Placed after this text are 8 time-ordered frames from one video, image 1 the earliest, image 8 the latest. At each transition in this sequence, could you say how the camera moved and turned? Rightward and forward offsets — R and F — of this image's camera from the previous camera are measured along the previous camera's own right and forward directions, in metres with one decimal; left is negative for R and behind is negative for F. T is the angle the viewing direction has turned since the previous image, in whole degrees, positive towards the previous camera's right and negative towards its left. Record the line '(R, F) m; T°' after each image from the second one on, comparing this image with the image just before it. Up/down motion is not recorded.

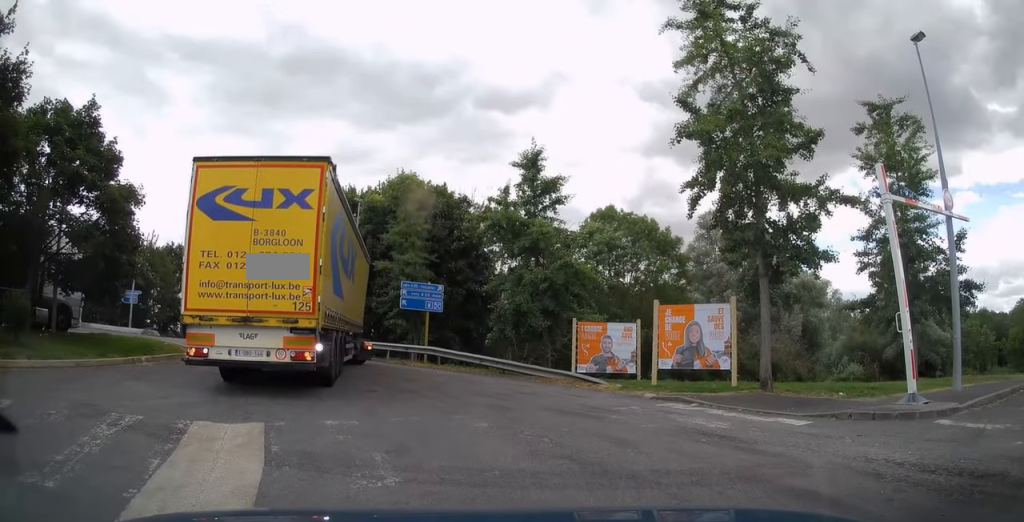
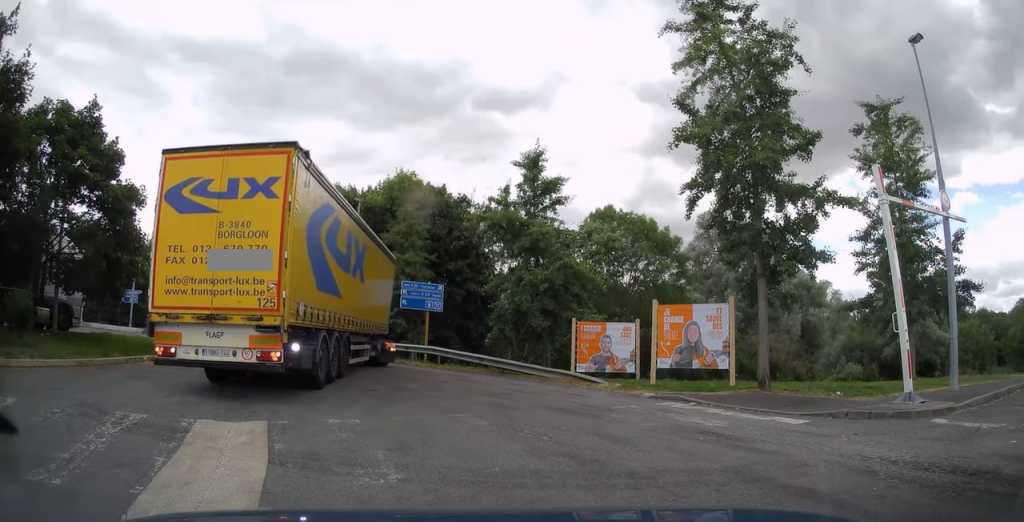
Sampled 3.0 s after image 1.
(0.0, +0.2) m; 0°
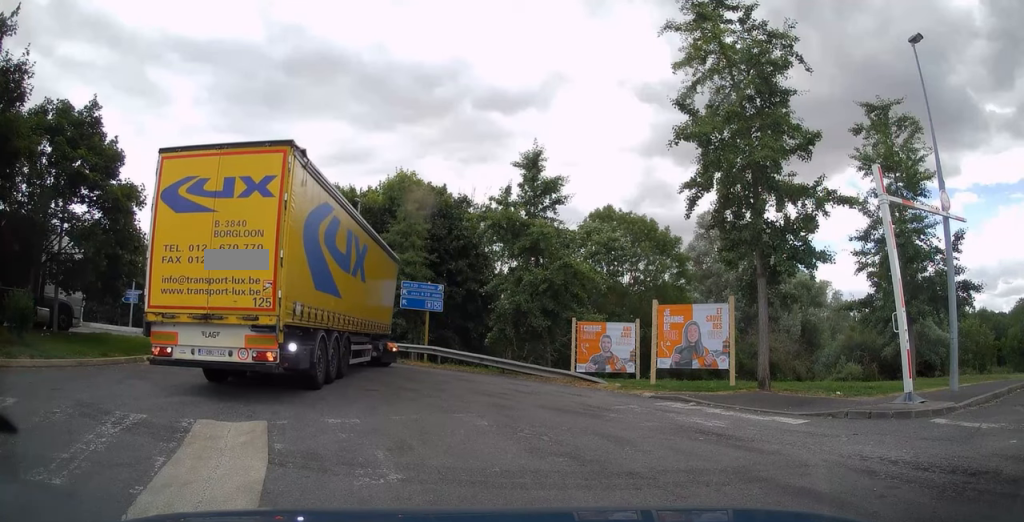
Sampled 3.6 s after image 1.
(0.0, 0.0) m; 0°
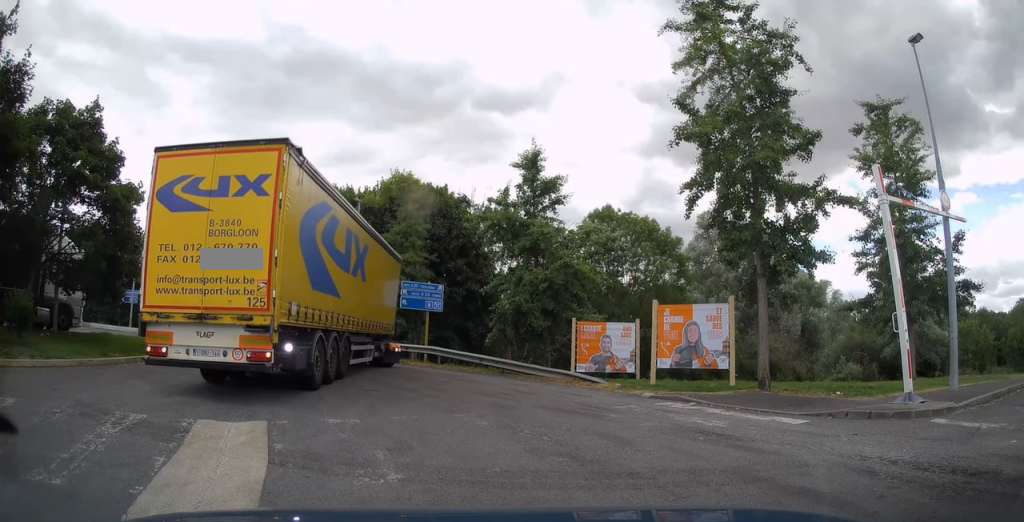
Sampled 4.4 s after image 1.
(0.0, 0.0) m; 0°
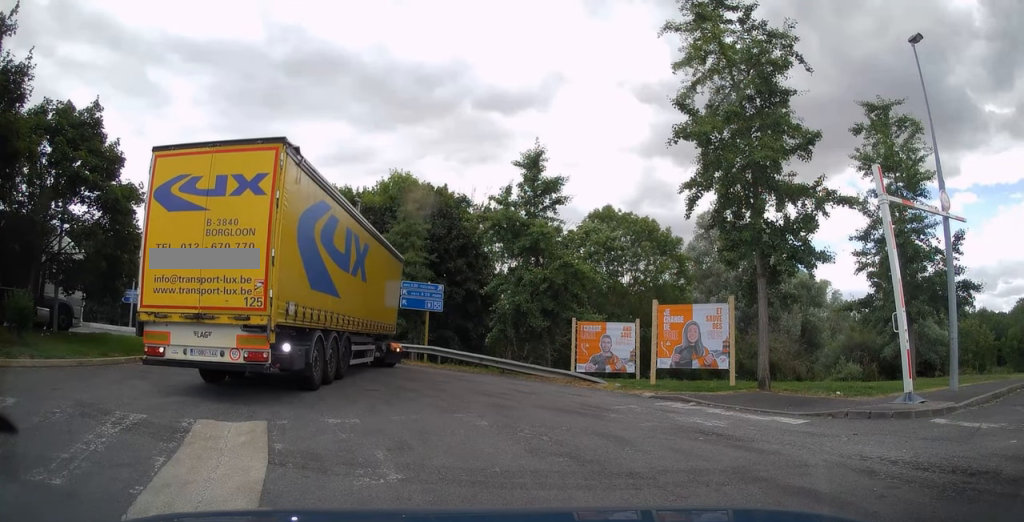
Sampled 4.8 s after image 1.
(0.0, 0.0) m; 0°
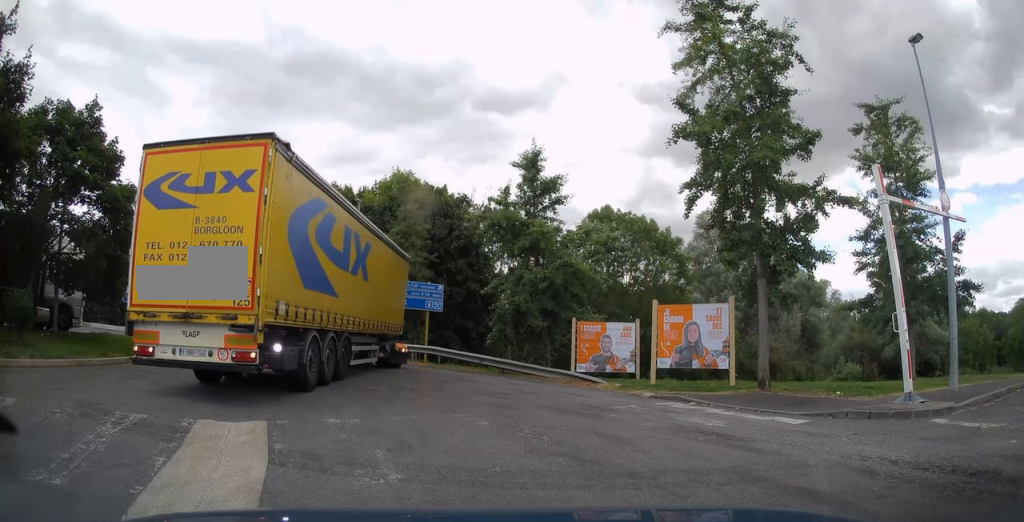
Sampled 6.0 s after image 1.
(0.0, 0.0) m; 0°
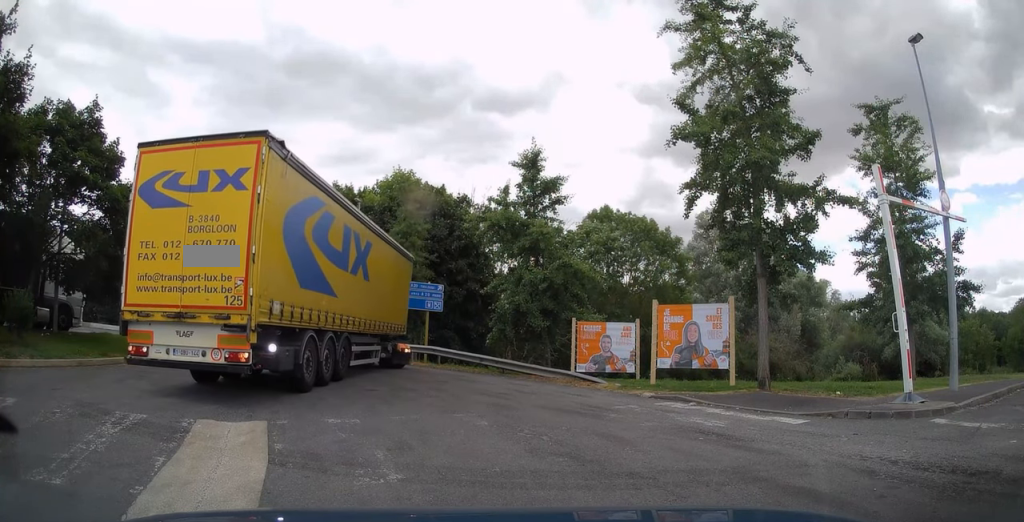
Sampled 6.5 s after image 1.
(0.0, 0.0) m; 0°
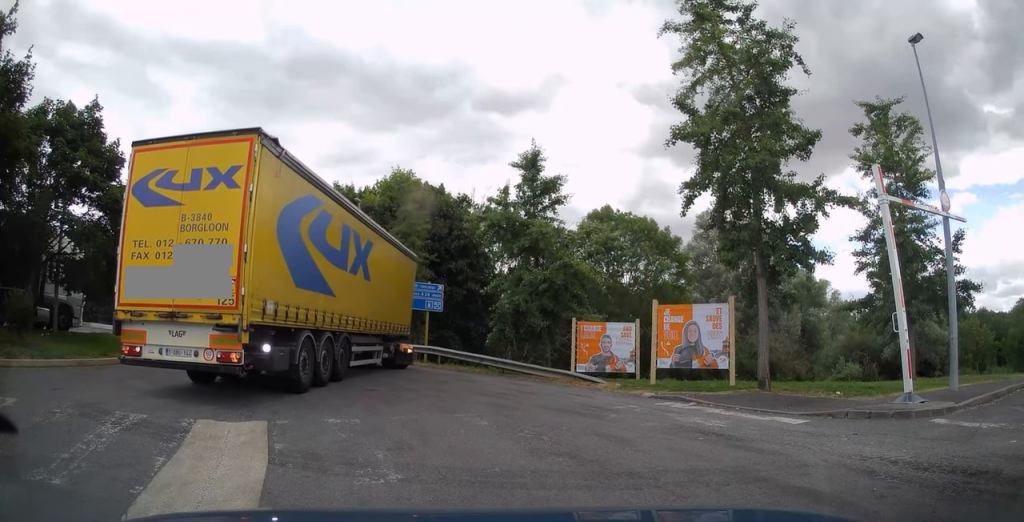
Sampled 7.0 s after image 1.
(0.0, 0.0) m; 0°
